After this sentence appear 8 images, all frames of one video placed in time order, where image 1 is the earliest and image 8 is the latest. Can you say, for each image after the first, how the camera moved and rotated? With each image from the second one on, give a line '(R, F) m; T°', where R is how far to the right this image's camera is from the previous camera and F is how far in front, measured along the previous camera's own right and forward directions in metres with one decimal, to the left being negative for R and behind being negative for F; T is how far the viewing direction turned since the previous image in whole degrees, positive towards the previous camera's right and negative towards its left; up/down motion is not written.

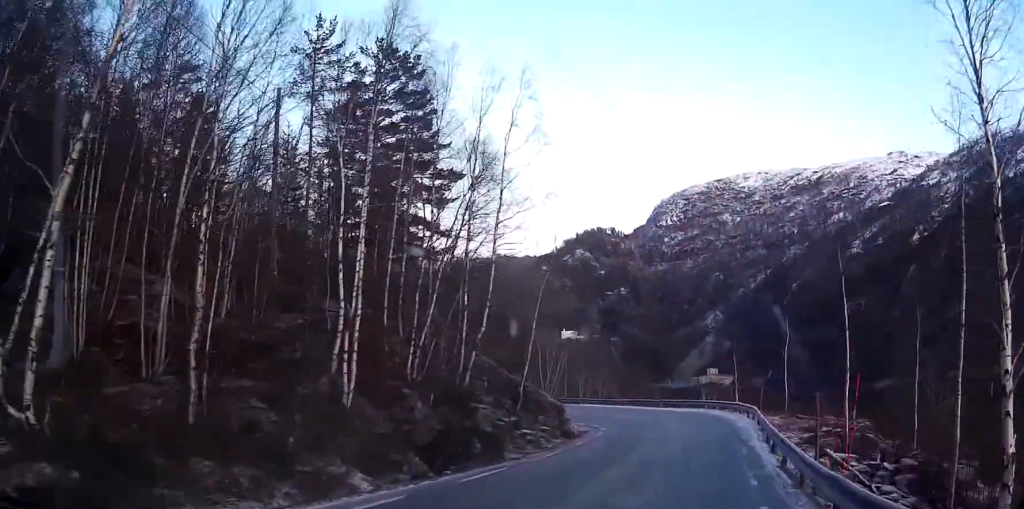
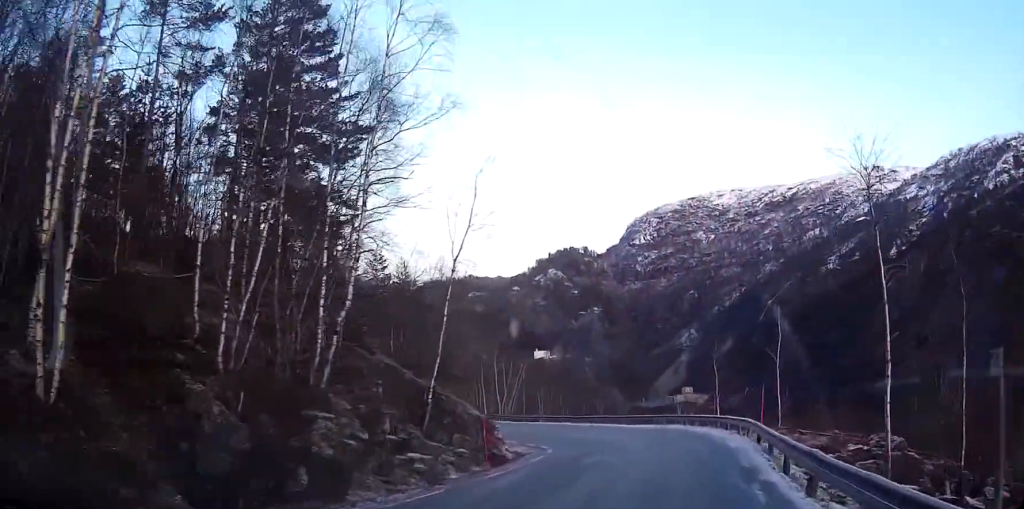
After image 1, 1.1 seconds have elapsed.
(+0.6, +9.3) m; +4°
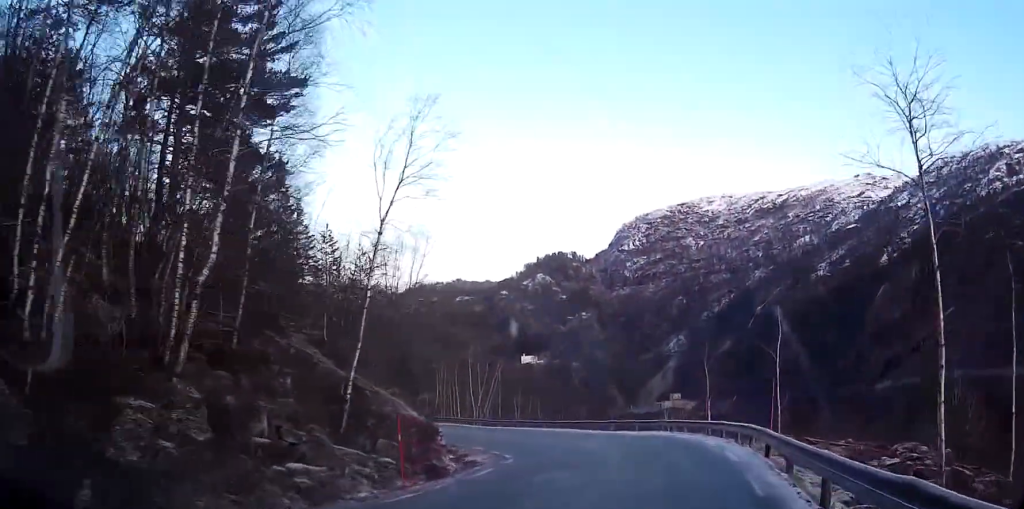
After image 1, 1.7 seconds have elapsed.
(0.0, +5.4) m; 0°
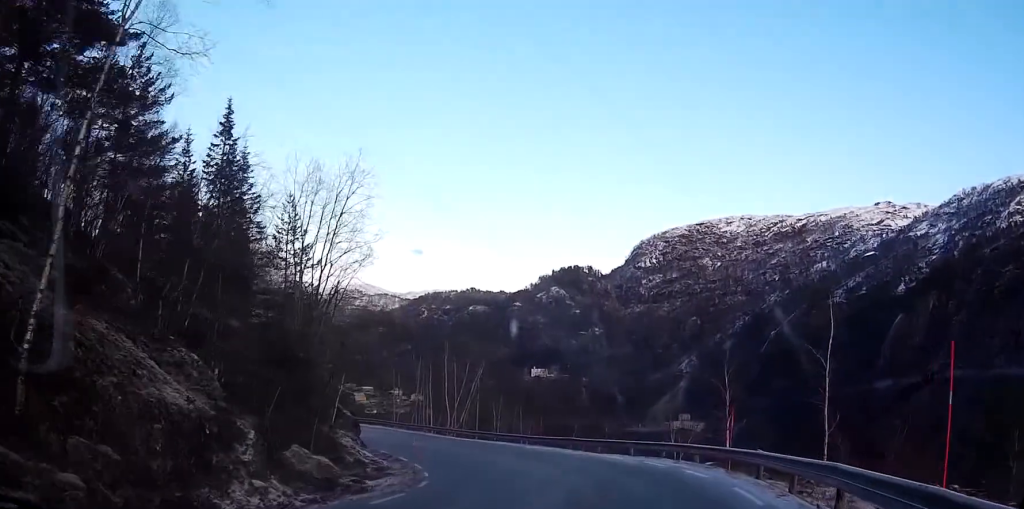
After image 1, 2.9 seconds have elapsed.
(-0.1, +11.5) m; -5°
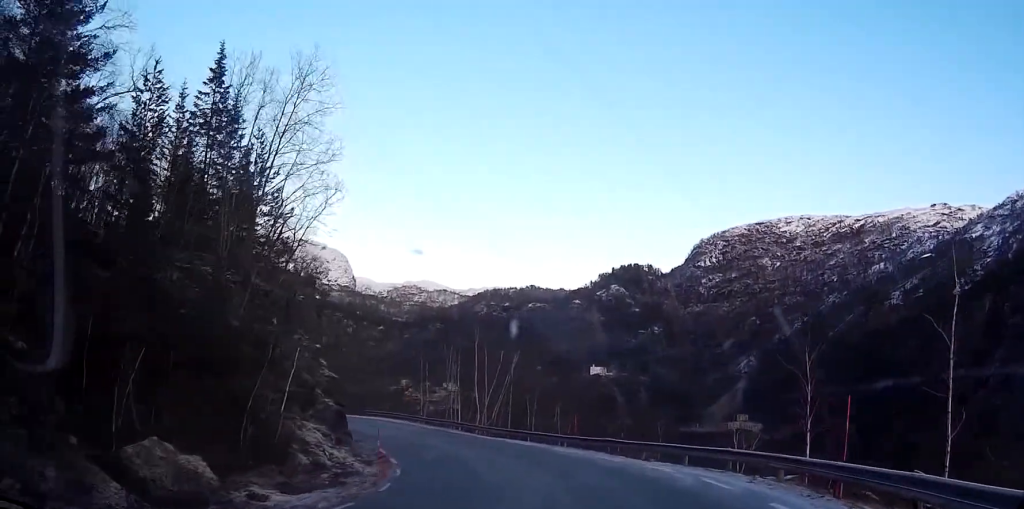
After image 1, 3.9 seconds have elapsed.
(-0.7, +8.7) m; -9°
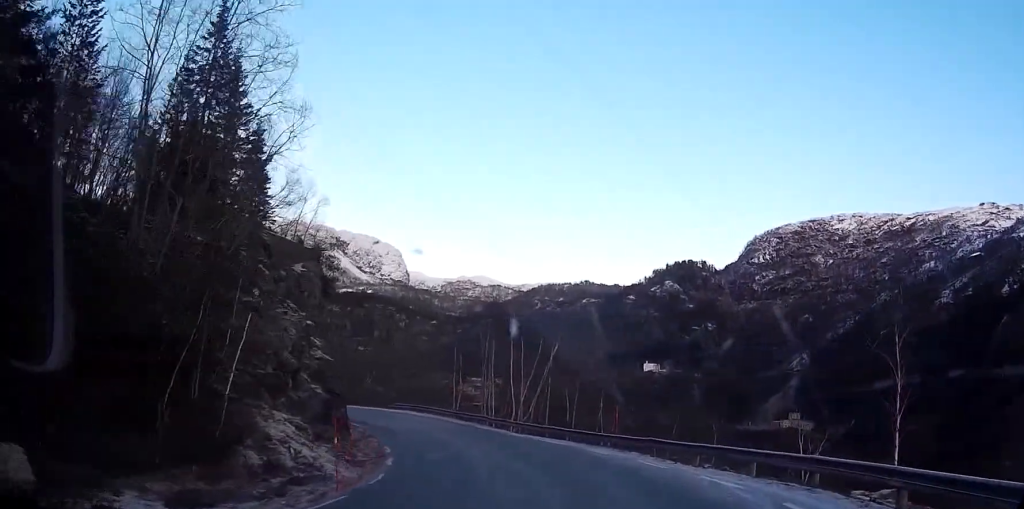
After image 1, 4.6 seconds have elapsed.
(-0.4, +6.0) m; -4°
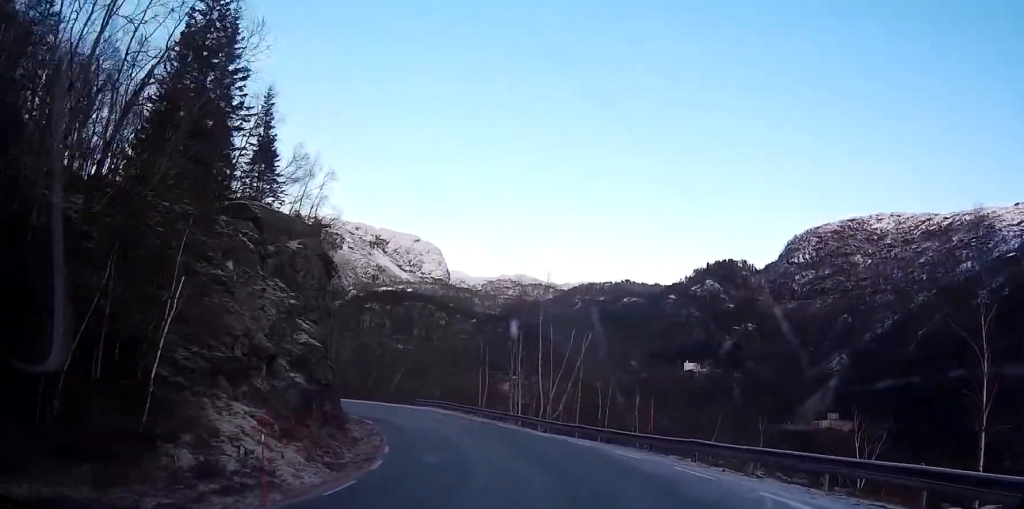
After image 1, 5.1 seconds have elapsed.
(-0.2, +4.5) m; -2°
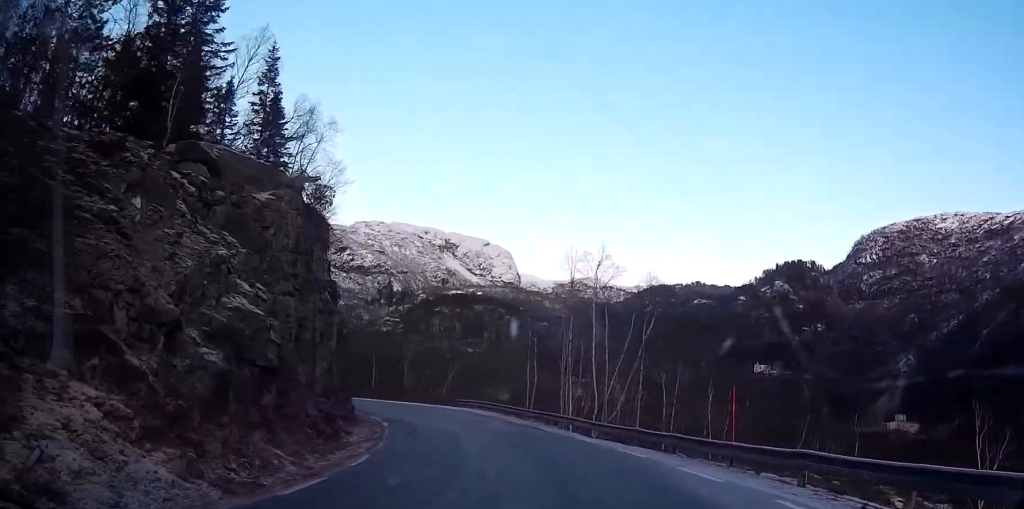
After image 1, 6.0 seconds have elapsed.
(+0.1, +8.1) m; -4°
